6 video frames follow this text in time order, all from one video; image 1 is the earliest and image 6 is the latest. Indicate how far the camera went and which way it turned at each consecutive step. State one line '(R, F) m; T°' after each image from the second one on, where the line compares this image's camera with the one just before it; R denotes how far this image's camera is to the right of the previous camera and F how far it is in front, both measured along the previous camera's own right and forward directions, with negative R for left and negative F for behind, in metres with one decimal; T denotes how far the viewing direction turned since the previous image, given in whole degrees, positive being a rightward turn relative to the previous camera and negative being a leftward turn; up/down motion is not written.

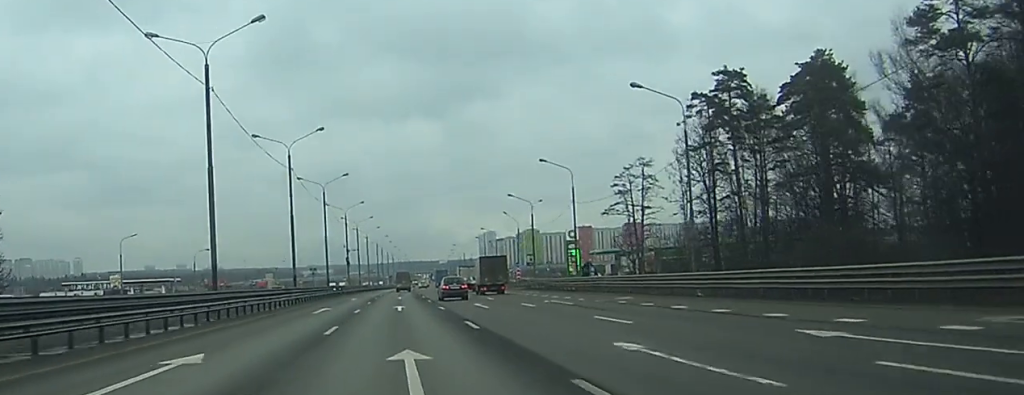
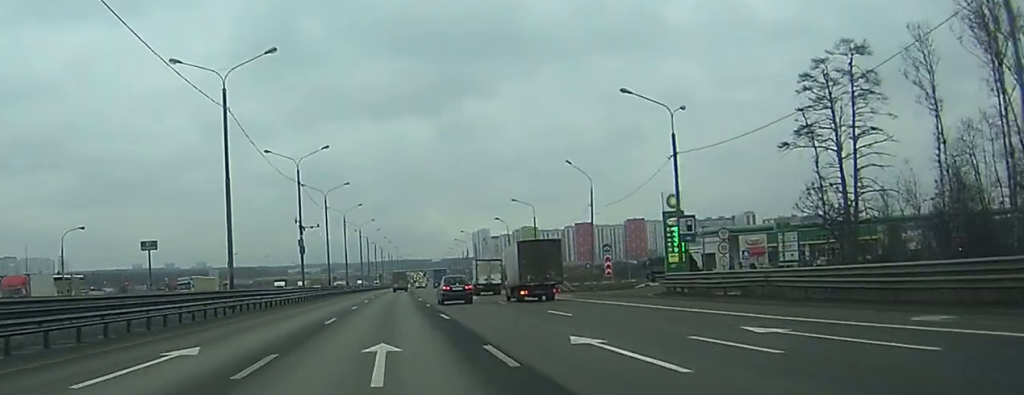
(0.0, +58.4) m; 0°
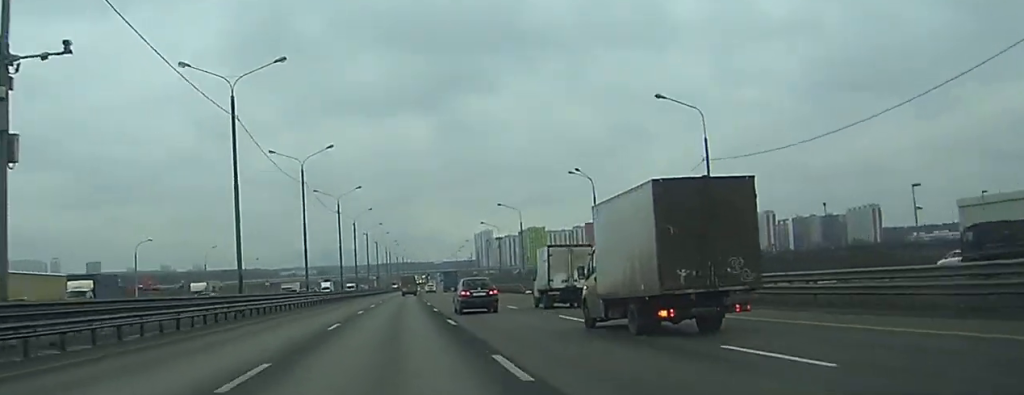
(+0.2, +66.1) m; 0°
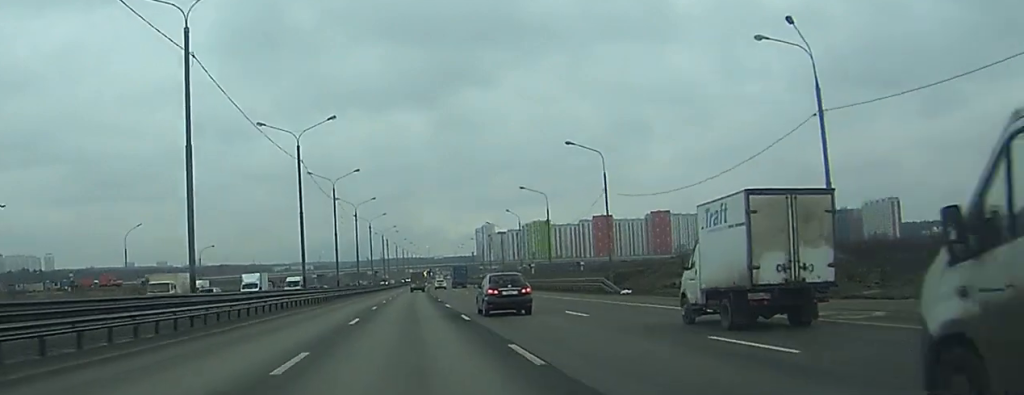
(+0.1, +46.4) m; 0°
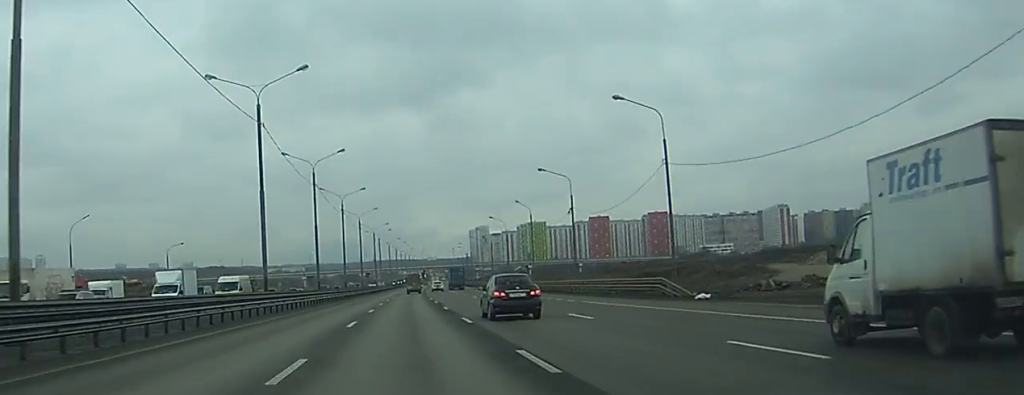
(0.0, +17.1) m; 0°
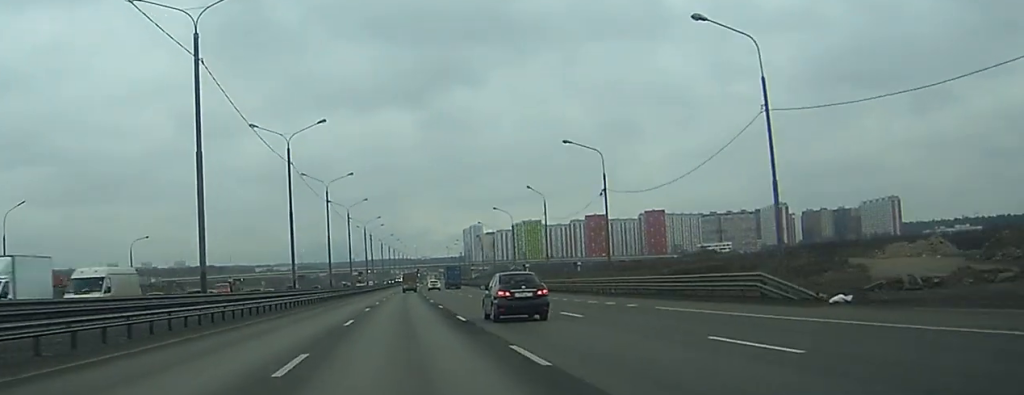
(0.0, +15.2) m; 0°
